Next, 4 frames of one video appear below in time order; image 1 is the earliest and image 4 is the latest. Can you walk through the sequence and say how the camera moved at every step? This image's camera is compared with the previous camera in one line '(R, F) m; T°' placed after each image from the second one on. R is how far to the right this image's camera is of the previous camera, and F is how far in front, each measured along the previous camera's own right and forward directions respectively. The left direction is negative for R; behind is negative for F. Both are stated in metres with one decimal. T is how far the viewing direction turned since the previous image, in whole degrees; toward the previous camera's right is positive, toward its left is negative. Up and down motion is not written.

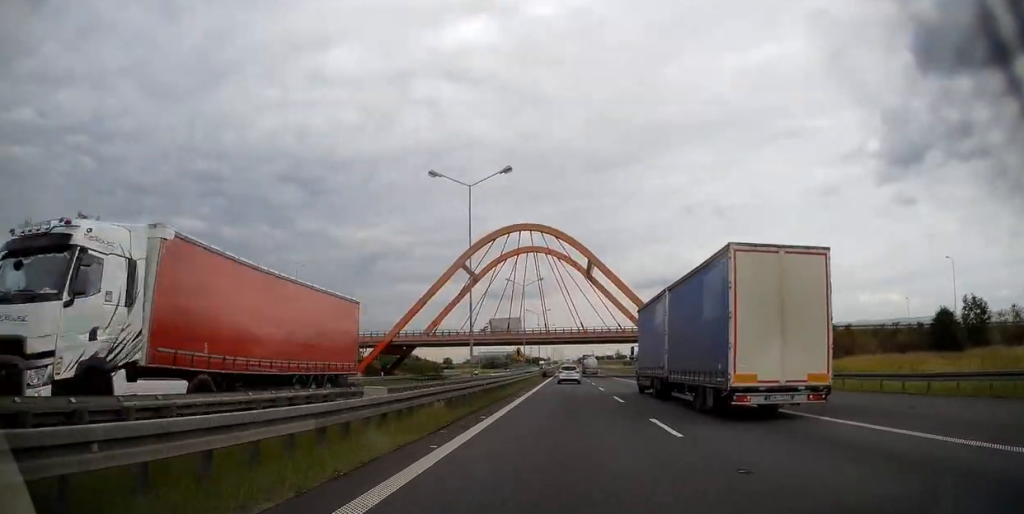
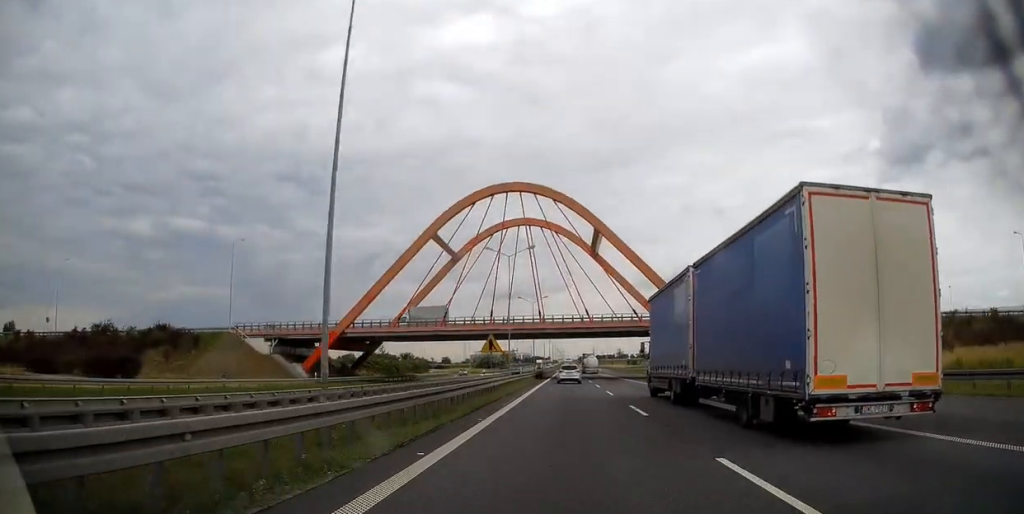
(0.0, +18.9) m; 0°
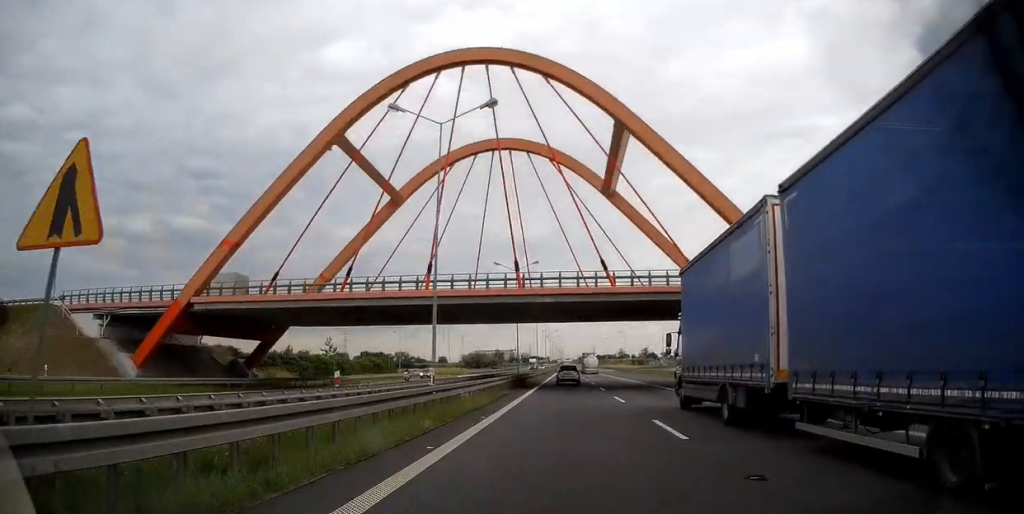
(-0.1, +29.4) m; 0°
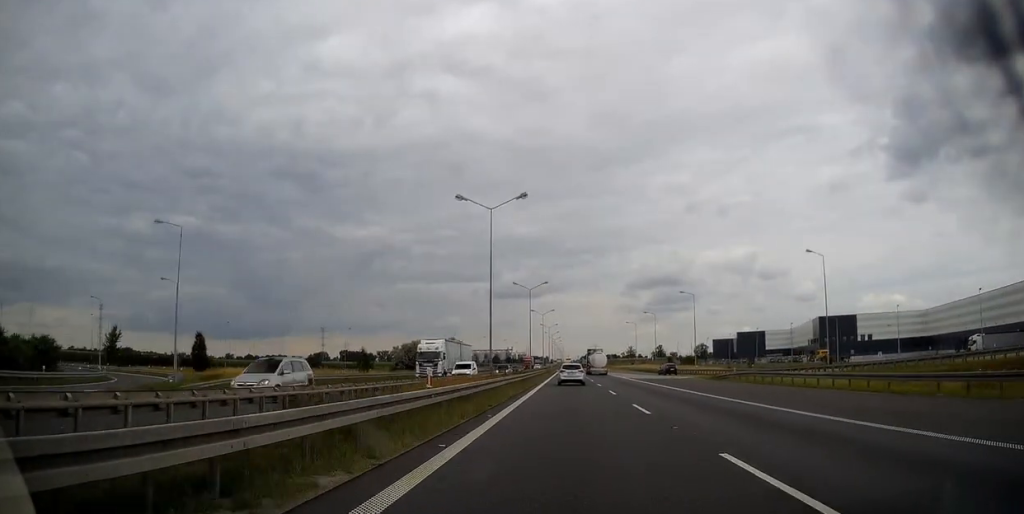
(+0.1, +102.0) m; 0°
